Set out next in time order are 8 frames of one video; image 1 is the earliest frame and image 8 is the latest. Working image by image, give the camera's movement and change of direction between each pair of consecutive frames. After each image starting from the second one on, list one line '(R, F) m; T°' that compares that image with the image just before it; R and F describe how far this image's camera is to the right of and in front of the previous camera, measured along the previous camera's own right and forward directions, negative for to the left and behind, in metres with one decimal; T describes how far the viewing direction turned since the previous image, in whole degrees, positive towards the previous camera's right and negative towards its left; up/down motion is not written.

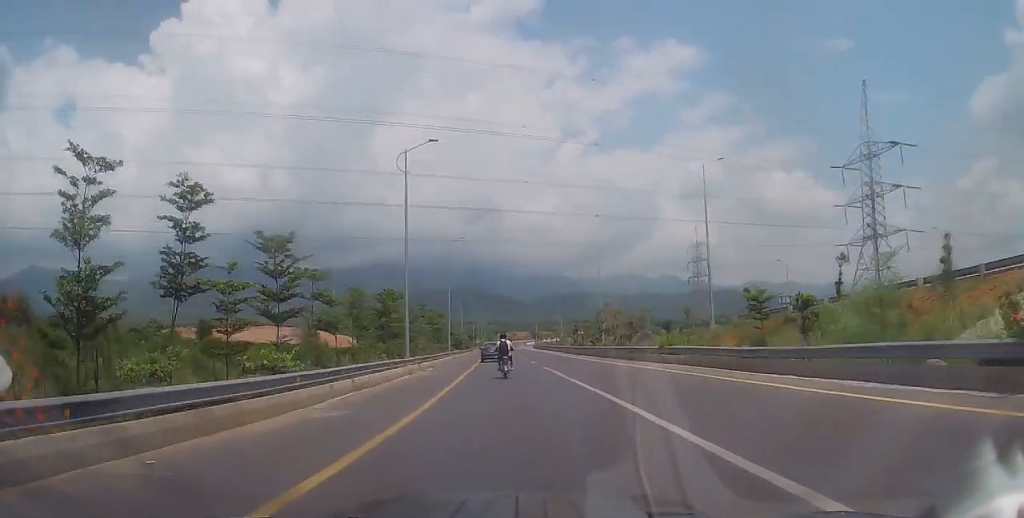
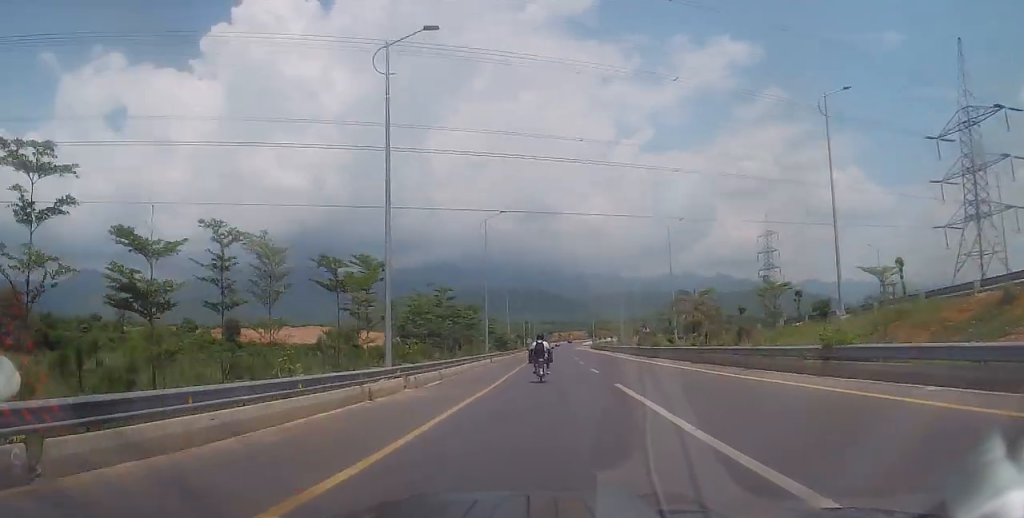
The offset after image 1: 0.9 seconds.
(-1.0, +13.4) m; -6°
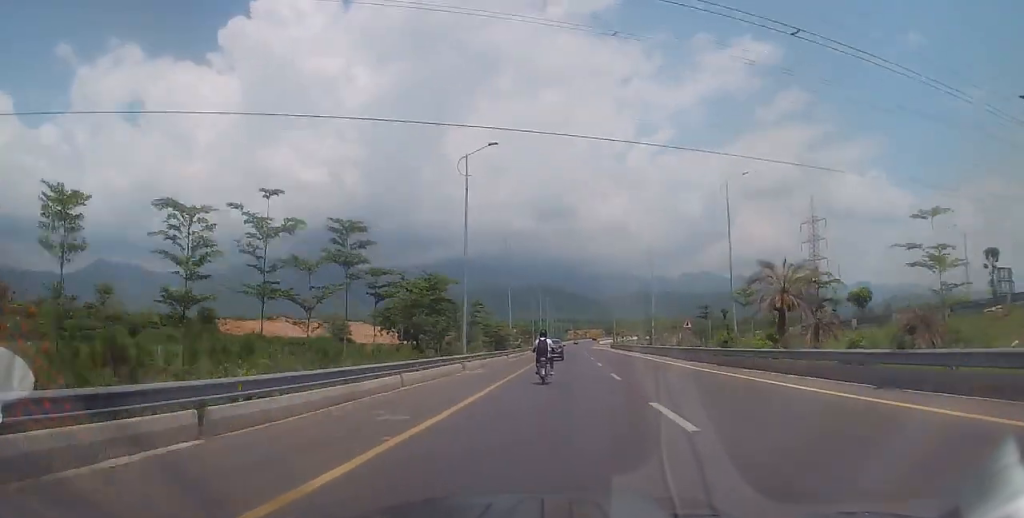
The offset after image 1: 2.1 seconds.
(-0.2, +17.7) m; +2°
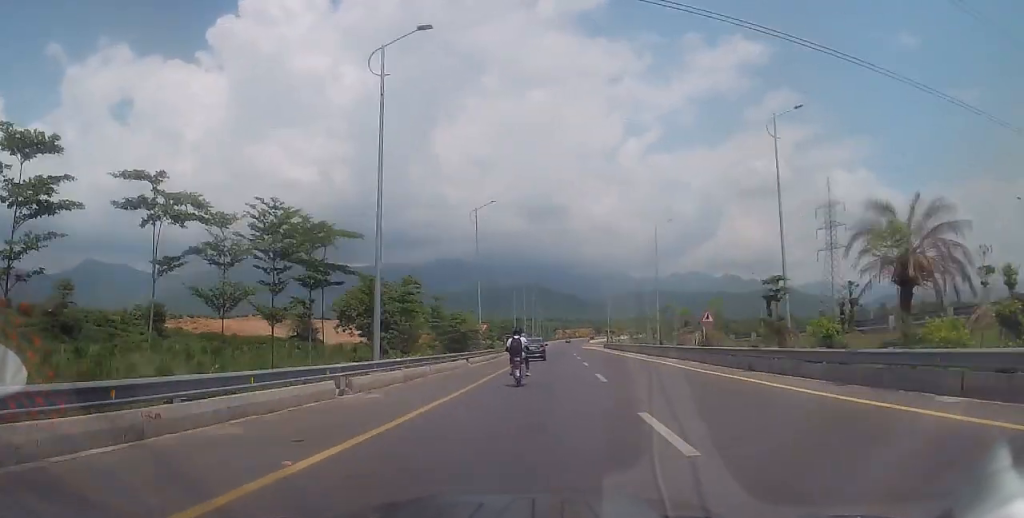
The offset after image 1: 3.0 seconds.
(+0.6, +13.9) m; 0°
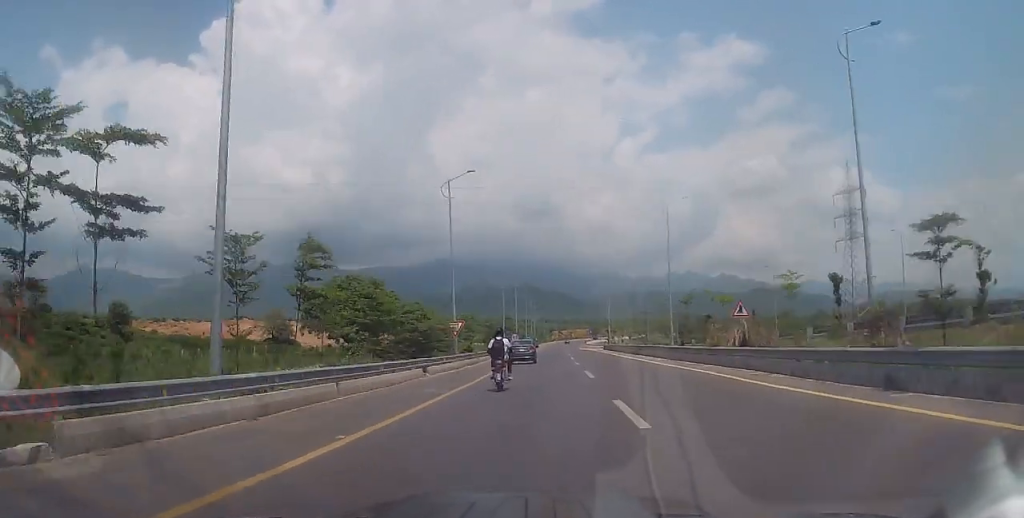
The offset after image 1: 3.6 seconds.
(-0.5, +9.9) m; -2°
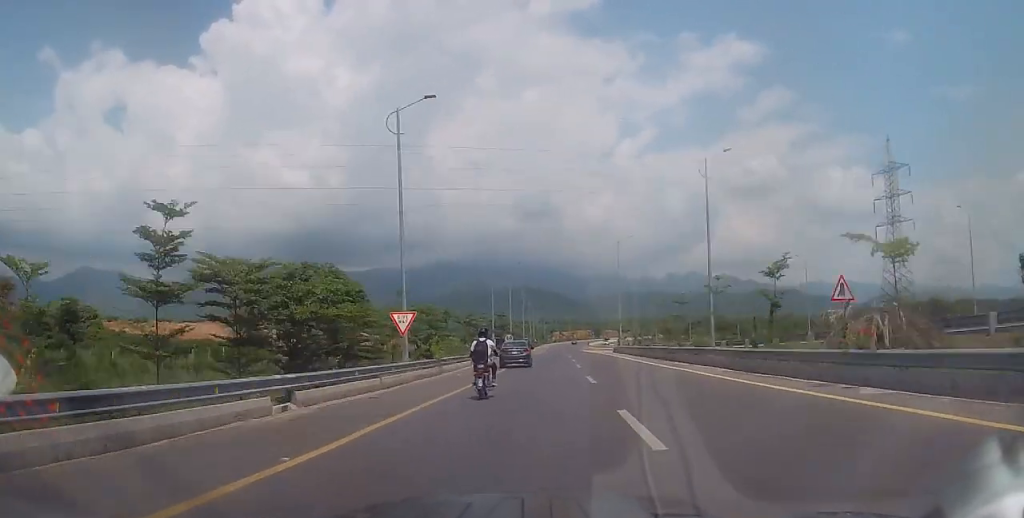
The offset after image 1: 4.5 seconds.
(-0.2, +13.7) m; 0°
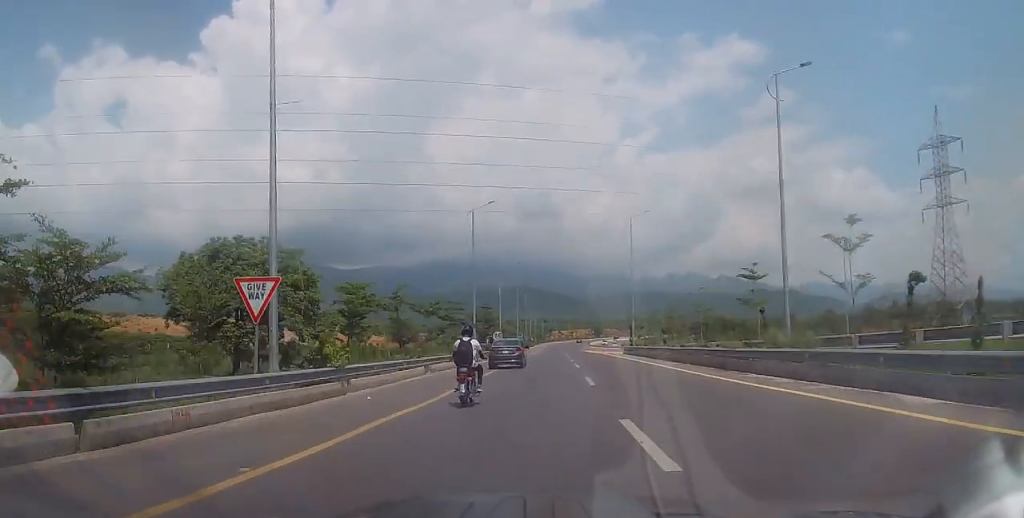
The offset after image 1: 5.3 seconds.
(+0.2, +13.1) m; +1°
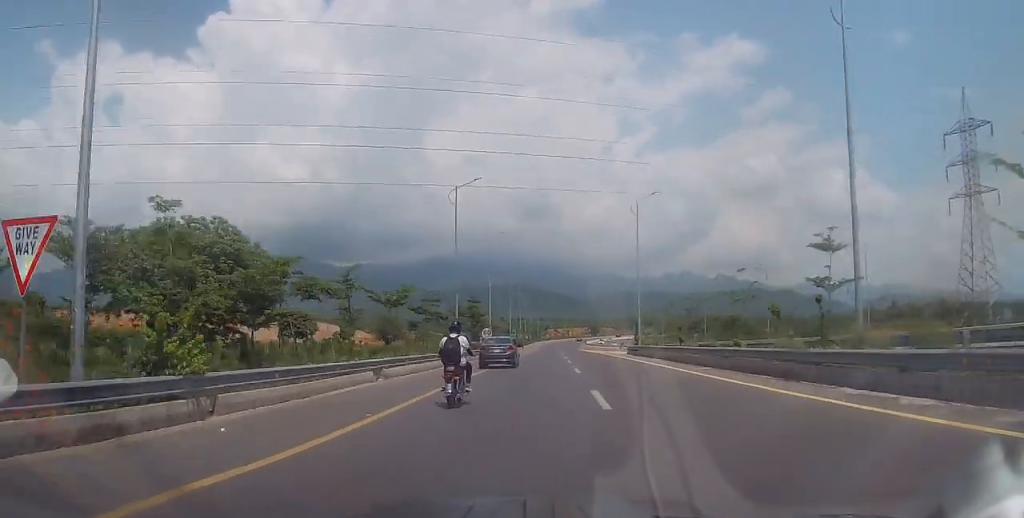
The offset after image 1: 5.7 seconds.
(+0.1, +6.8) m; +1°
